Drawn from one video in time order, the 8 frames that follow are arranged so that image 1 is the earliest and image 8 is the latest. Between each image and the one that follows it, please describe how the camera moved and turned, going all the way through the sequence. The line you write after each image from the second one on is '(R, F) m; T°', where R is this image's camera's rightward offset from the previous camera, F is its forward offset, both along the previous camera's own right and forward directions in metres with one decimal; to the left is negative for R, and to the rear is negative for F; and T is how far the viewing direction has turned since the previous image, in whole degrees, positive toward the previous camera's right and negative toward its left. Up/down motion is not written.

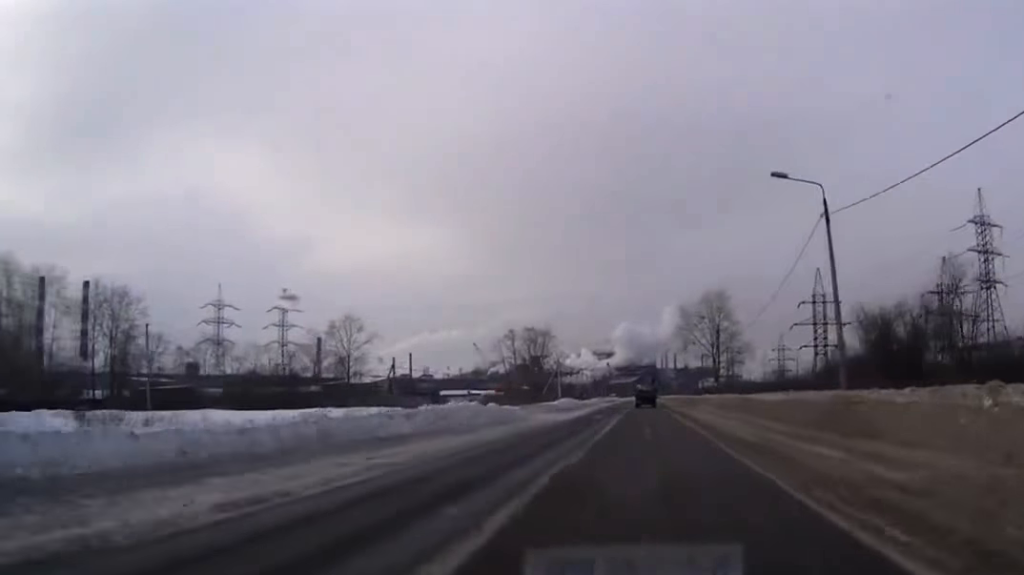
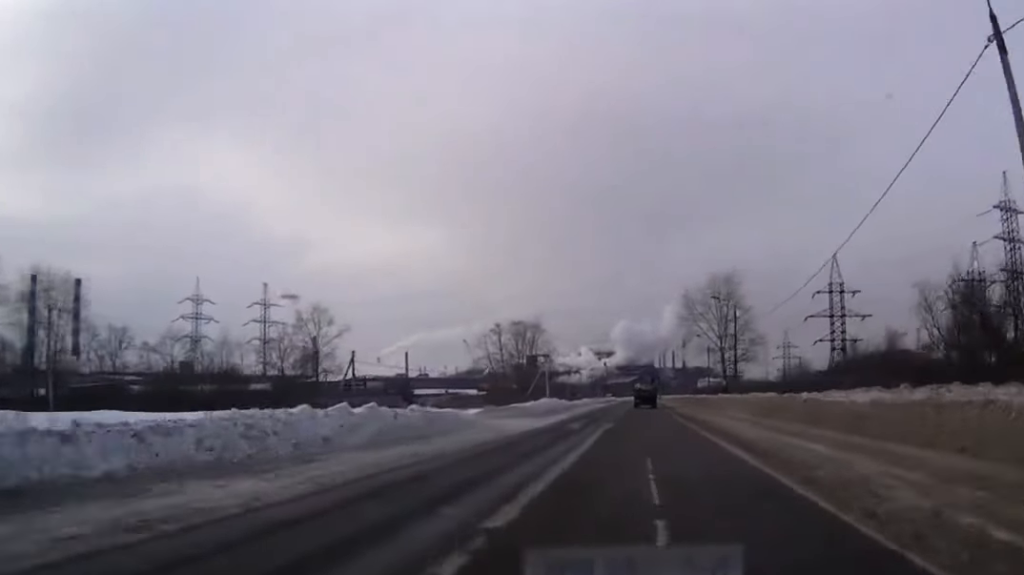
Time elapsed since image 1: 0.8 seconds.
(0.0, +16.7) m; 0°
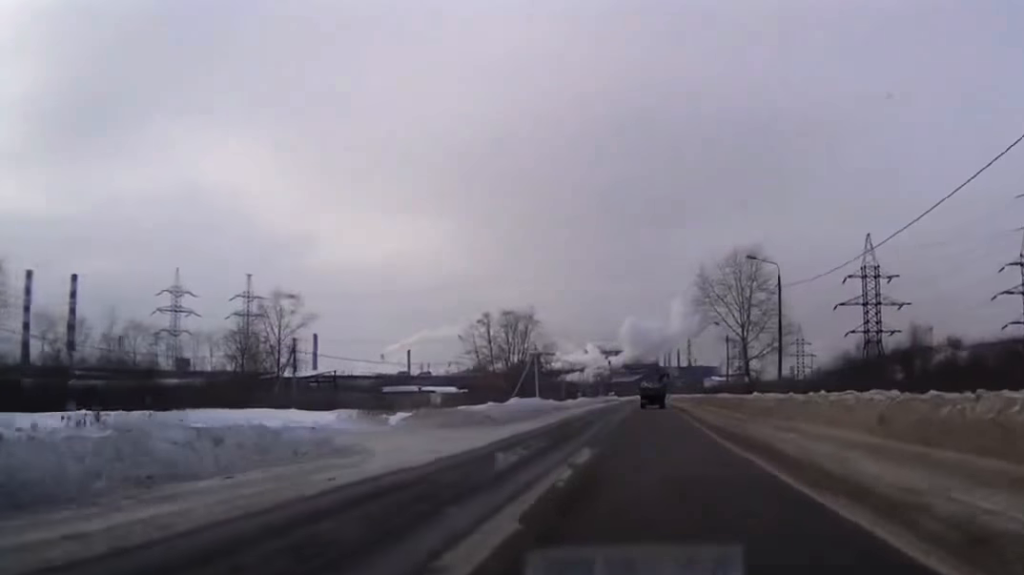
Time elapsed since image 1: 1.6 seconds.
(0.0, +18.8) m; 0°
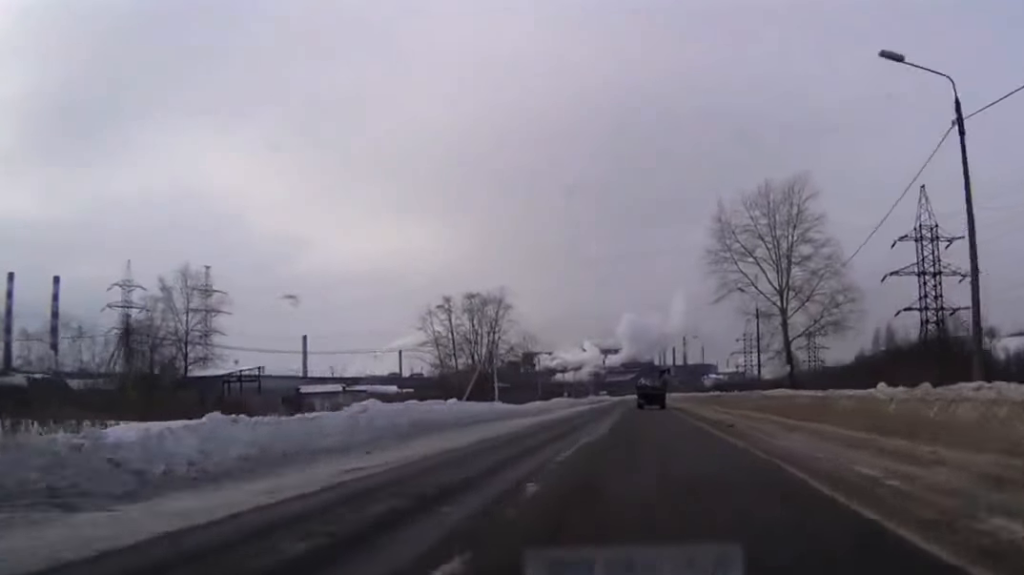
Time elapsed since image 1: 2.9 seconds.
(0.0, +28.9) m; 0°
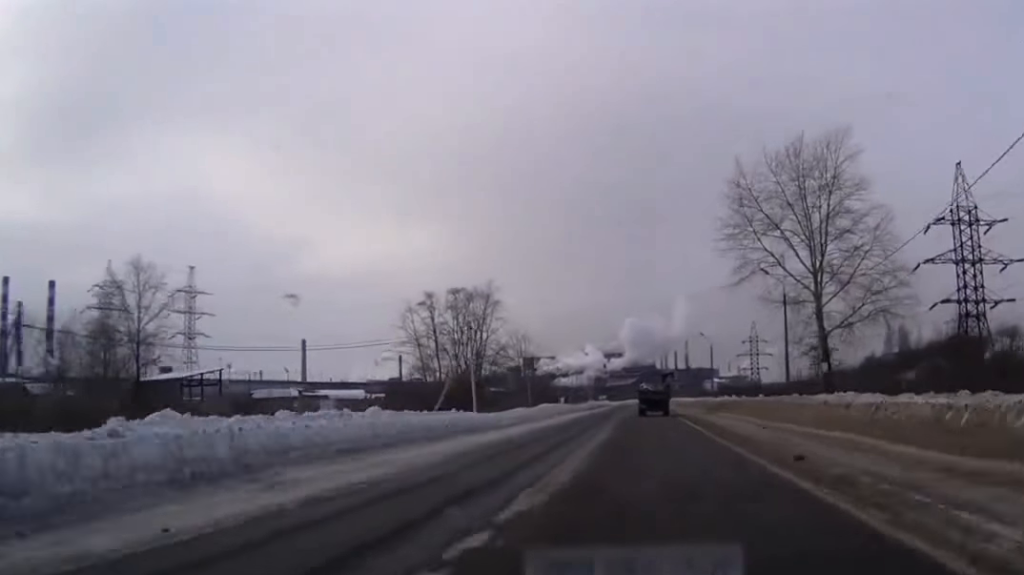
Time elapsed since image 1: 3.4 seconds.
(0.0, +11.8) m; 0°
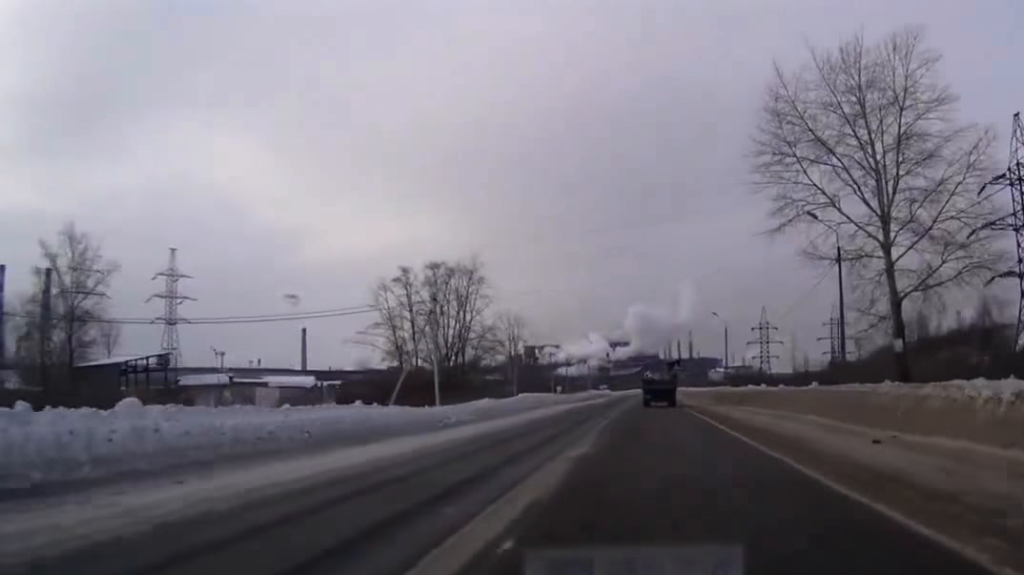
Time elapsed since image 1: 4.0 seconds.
(0.0, +14.5) m; 0°
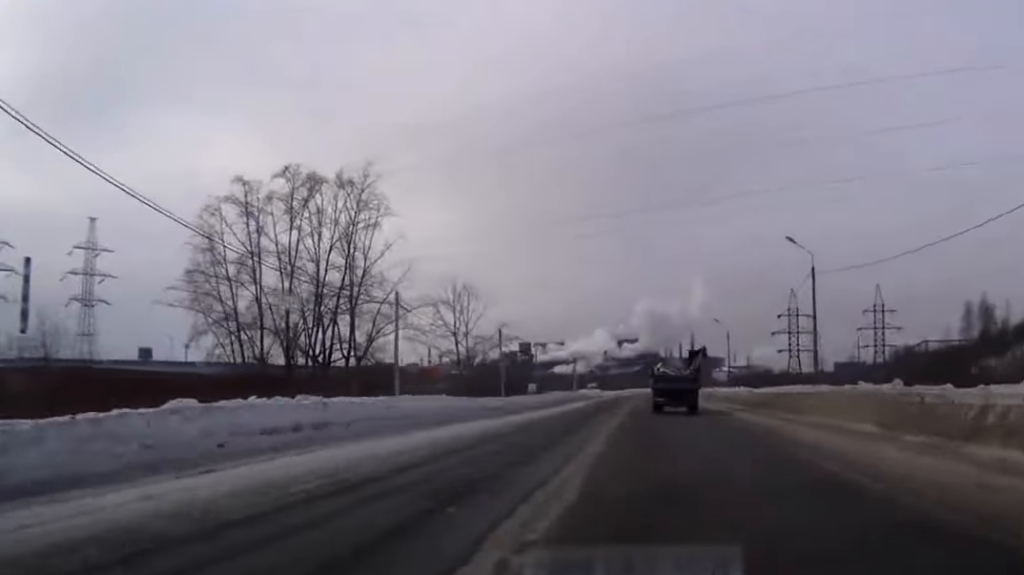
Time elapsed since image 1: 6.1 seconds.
(0.0, +45.3) m; 0°
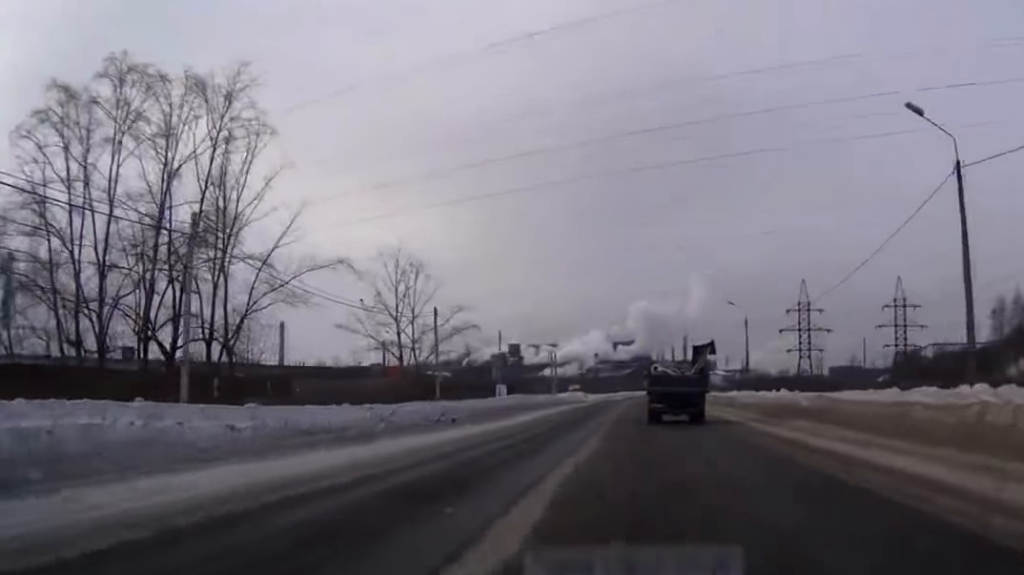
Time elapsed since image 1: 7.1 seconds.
(+0.1, +22.3) m; 0°
